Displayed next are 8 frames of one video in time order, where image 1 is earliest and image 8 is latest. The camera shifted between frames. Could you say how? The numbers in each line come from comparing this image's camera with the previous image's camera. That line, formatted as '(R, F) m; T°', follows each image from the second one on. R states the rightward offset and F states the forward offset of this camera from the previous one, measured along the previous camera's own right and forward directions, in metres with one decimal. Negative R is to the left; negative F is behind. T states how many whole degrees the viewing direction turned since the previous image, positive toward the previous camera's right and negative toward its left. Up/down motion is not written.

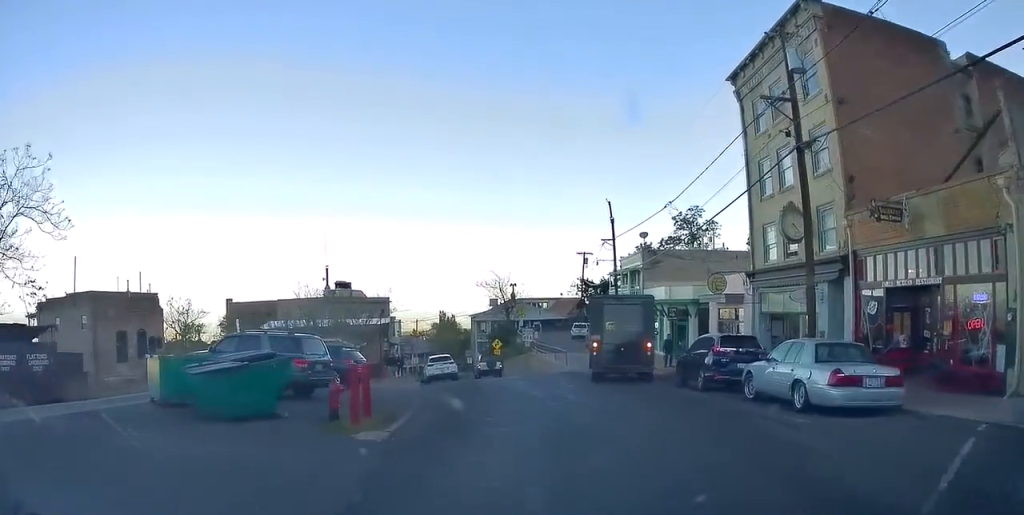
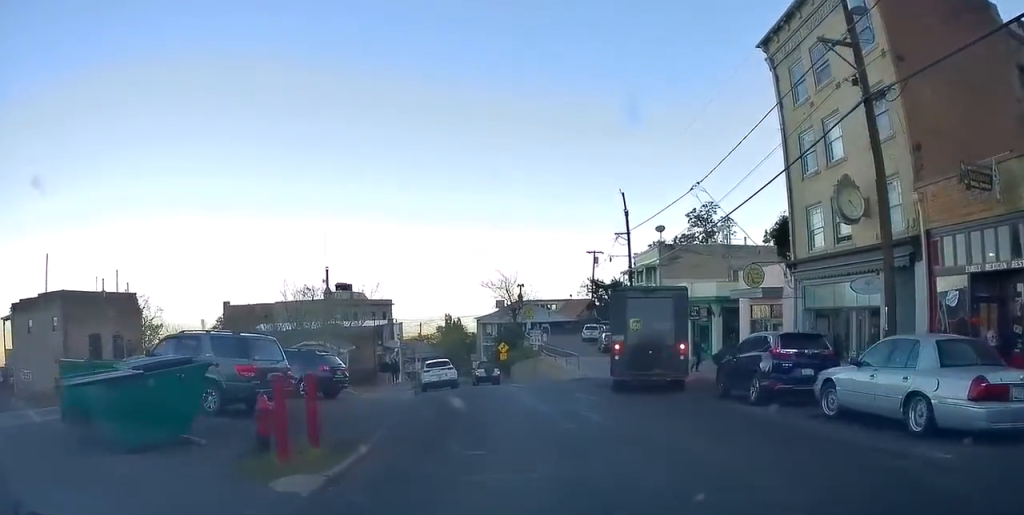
(-0.2, +3.6) m; -1°
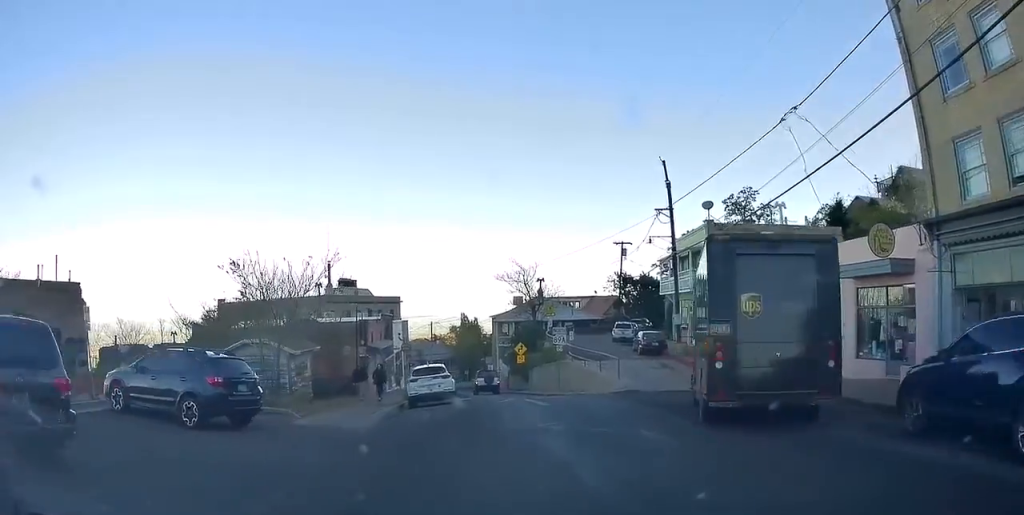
(-0.1, +7.8) m; +1°
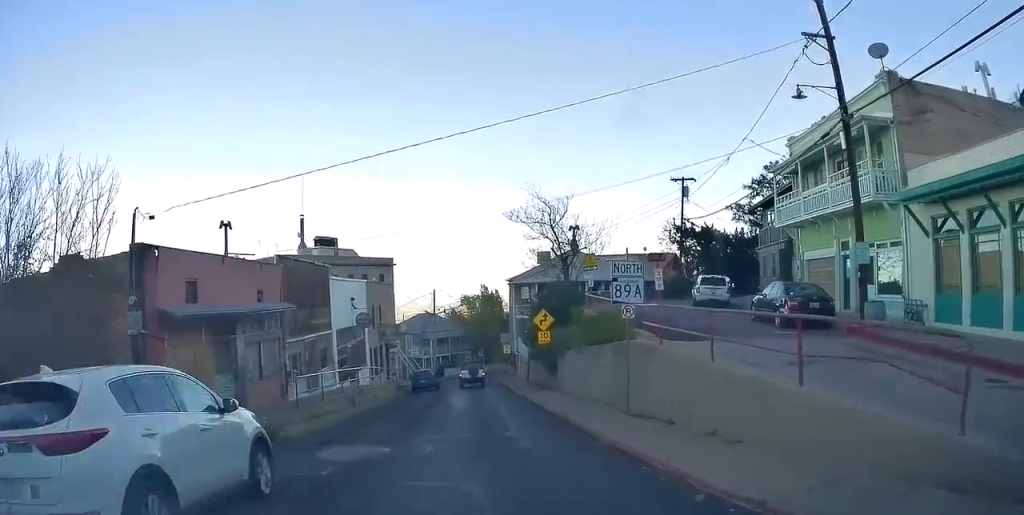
(-0.7, +19.0) m; -6°
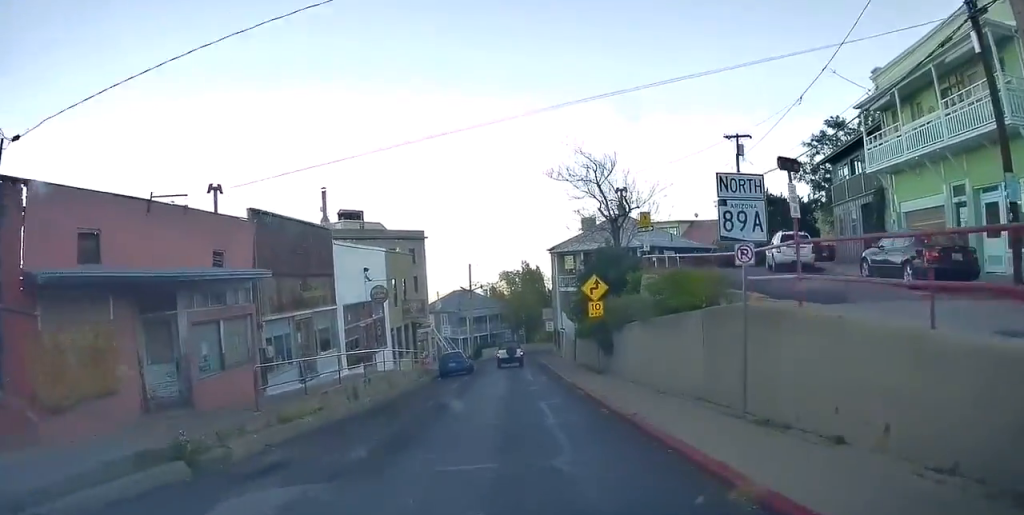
(-0.1, +5.1) m; 0°
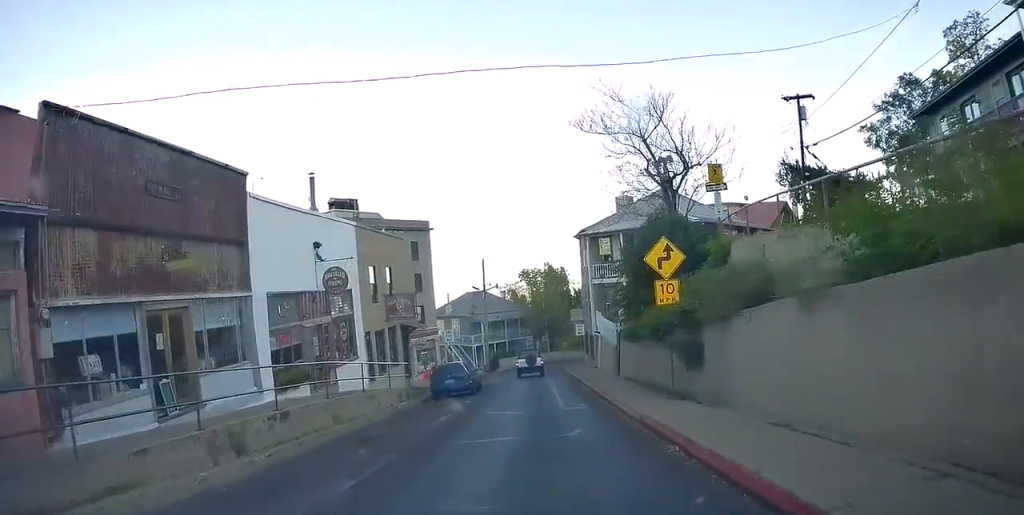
(+0.1, +9.2) m; -3°
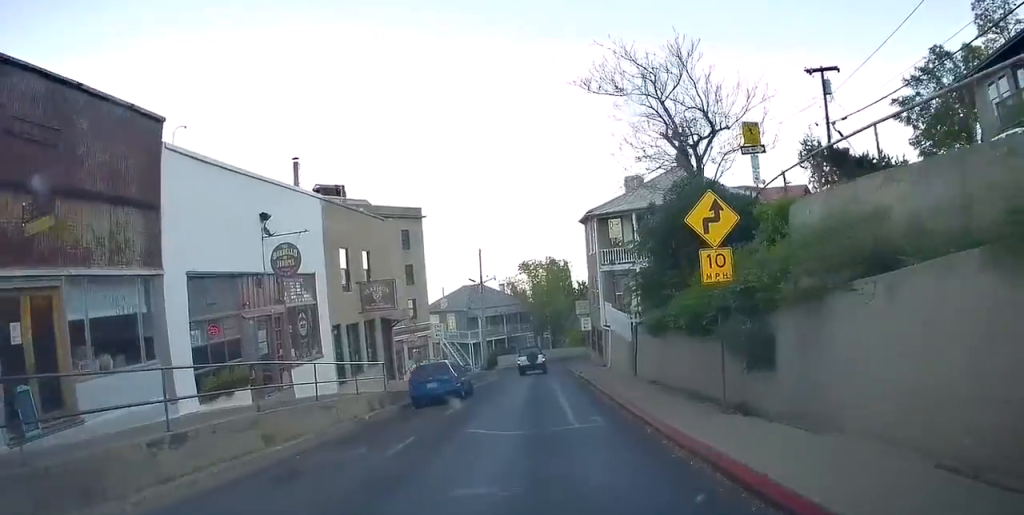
(-0.3, +3.9) m; -2°
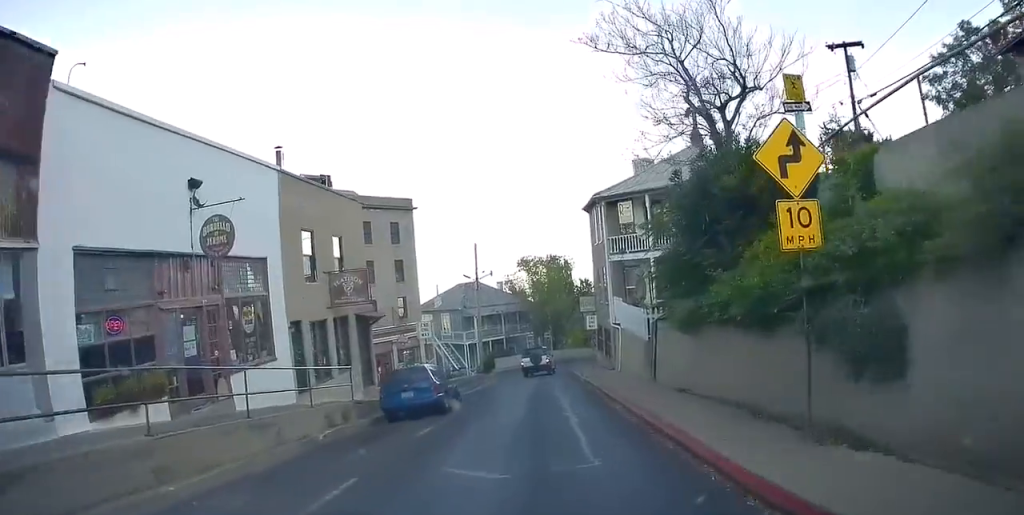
(-0.2, +3.4) m; -1°
